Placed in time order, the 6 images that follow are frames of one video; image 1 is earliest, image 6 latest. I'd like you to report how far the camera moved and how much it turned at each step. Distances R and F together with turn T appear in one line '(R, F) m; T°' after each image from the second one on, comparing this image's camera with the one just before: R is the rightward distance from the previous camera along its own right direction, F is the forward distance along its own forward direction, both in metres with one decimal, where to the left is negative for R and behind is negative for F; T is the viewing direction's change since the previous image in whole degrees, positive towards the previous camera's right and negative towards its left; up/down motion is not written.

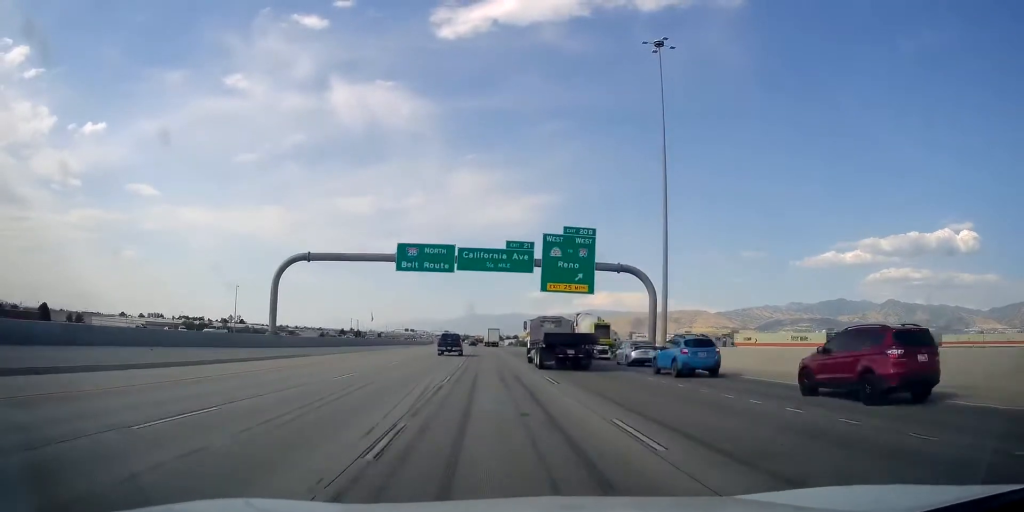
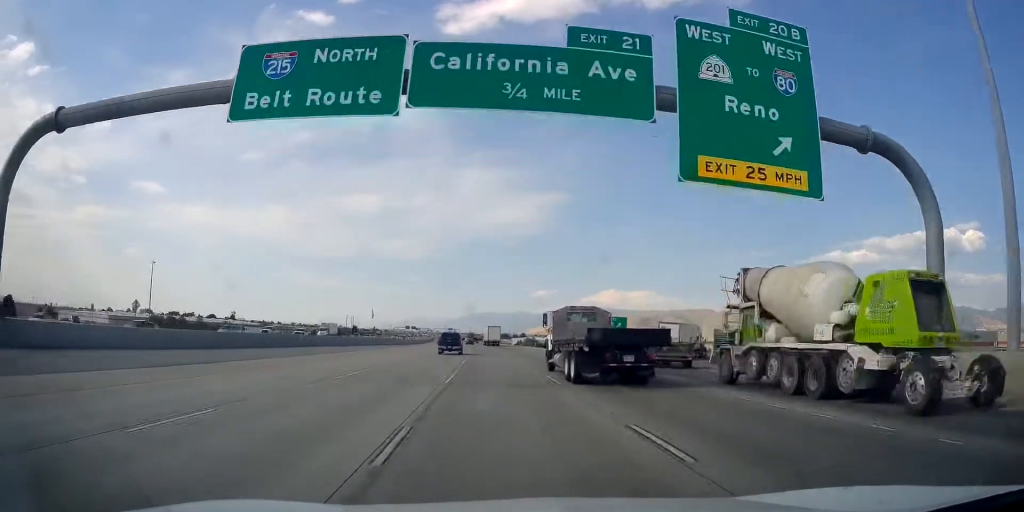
(-0.7, +37.0) m; -2°
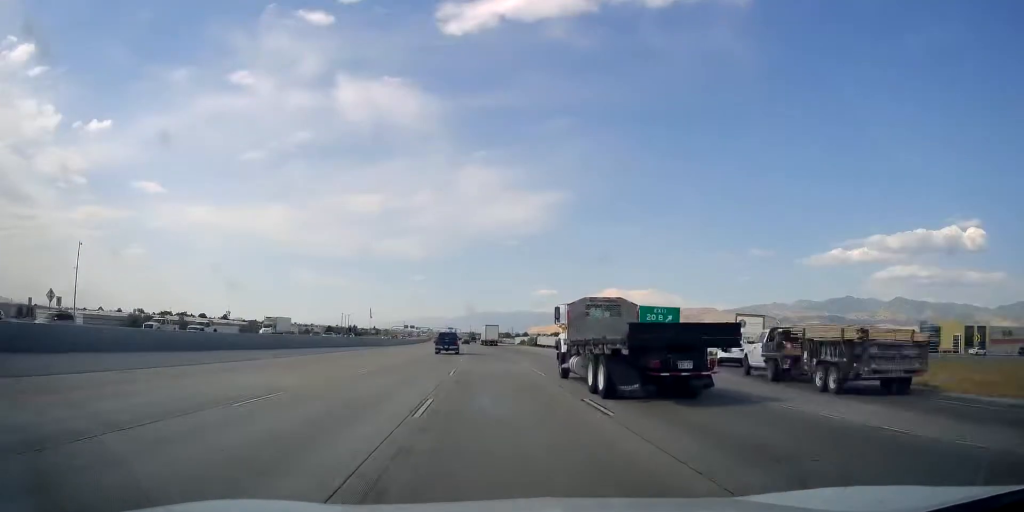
(-0.5, +20.2) m; 0°
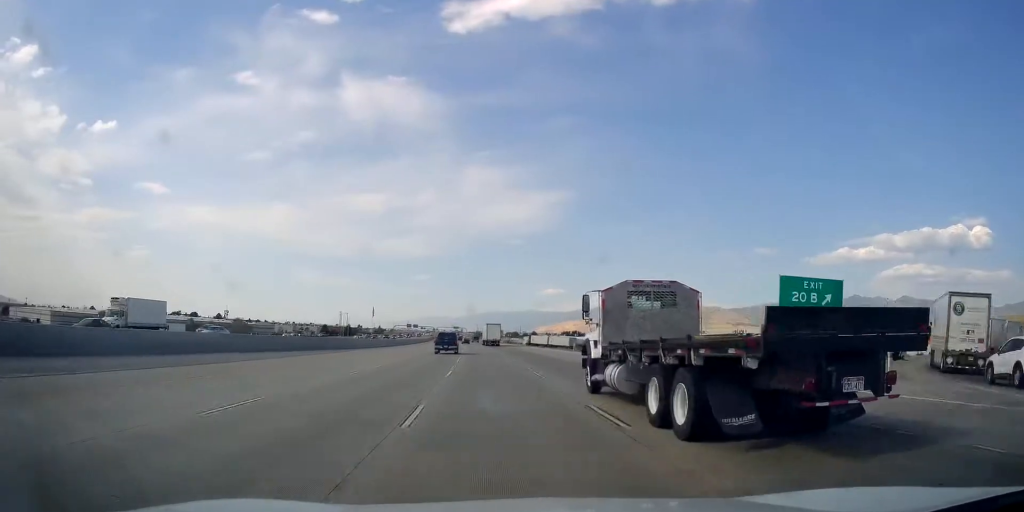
(+0.6, +25.9) m; 0°
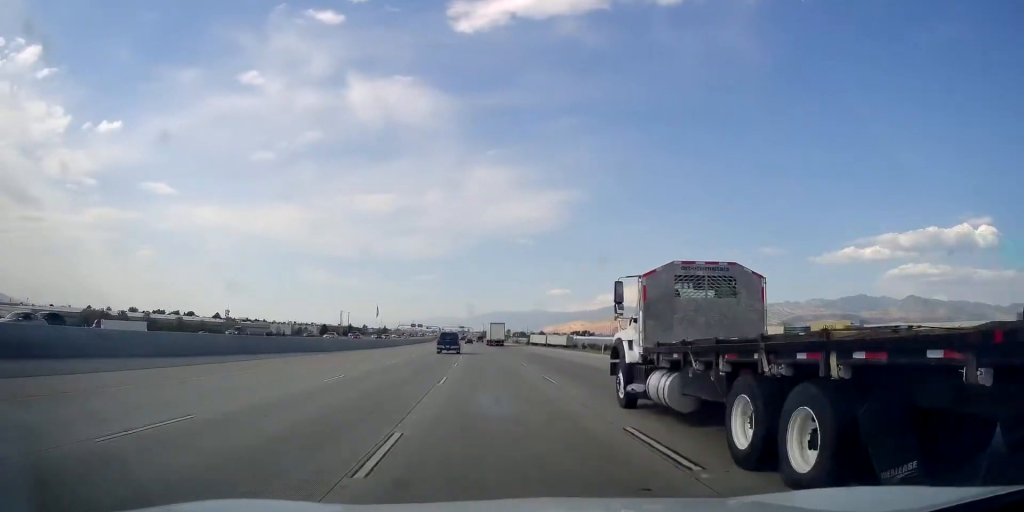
(+0.1, +15.8) m; 0°
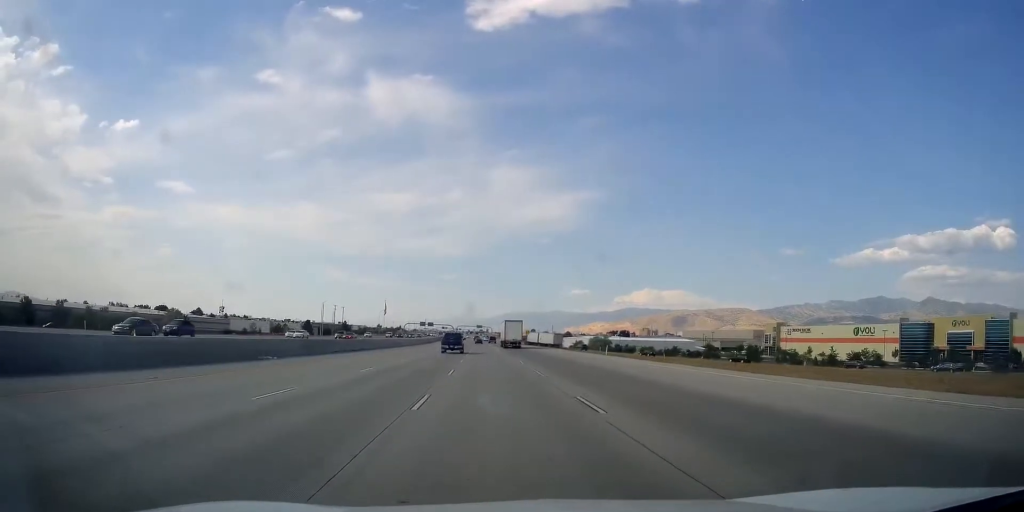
(-1.7, +68.2) m; -2°
